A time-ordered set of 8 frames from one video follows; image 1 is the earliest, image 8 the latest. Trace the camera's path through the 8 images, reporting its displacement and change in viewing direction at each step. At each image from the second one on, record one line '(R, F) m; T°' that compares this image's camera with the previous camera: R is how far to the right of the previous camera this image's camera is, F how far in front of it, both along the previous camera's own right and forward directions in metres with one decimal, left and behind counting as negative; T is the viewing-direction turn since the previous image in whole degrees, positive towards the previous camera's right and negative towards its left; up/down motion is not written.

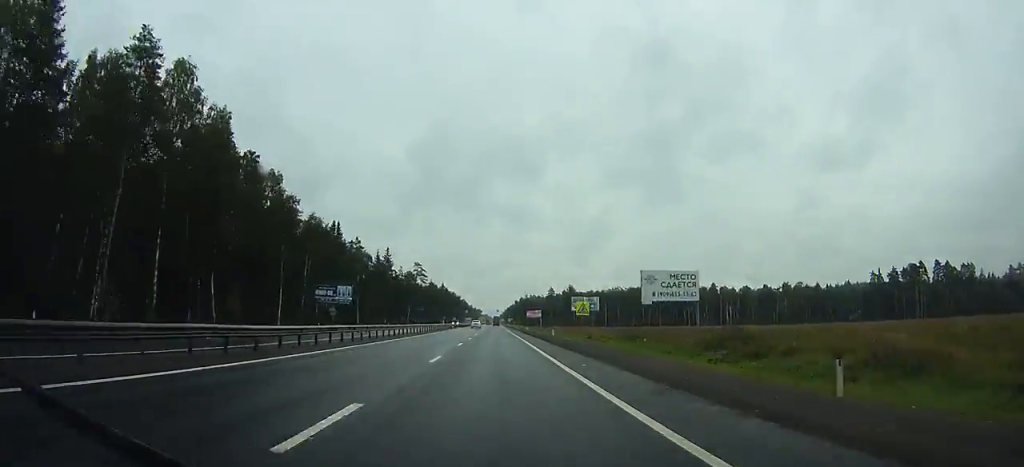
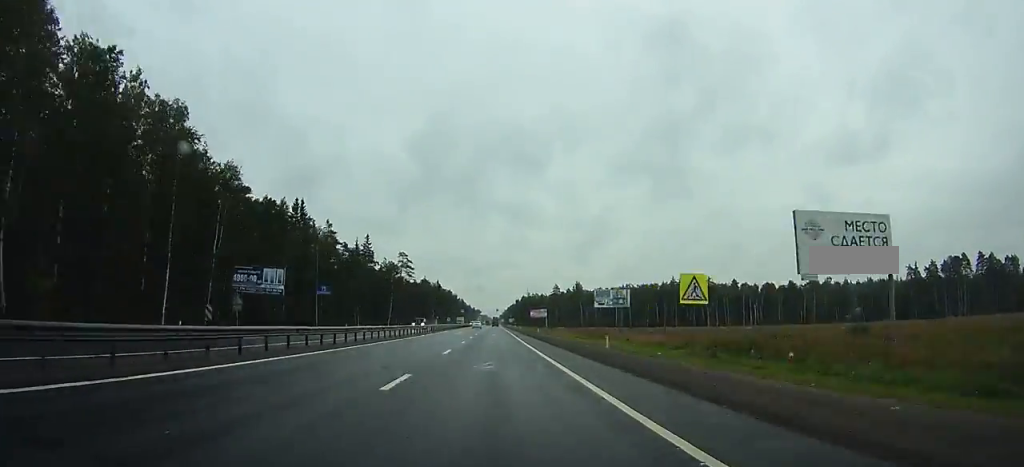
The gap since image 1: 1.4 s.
(0.0, +30.2) m; 0°
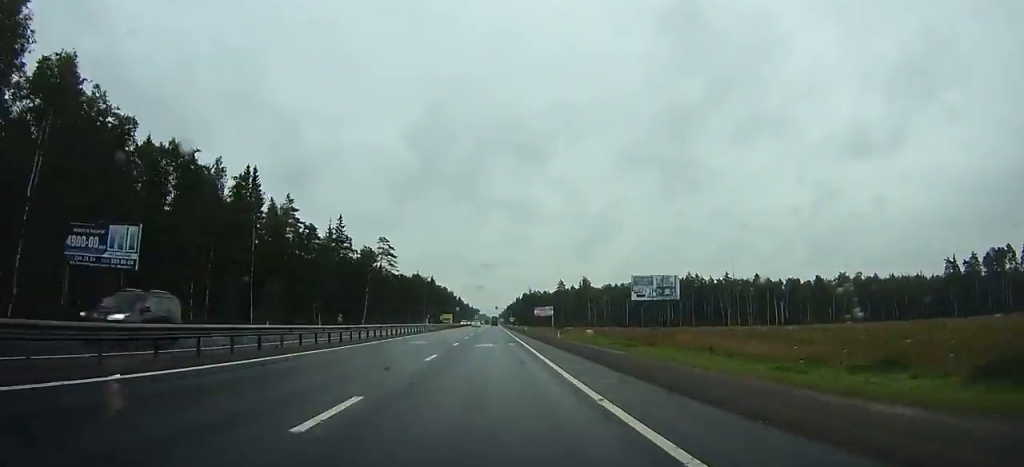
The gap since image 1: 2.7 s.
(-0.2, +27.2) m; 0°
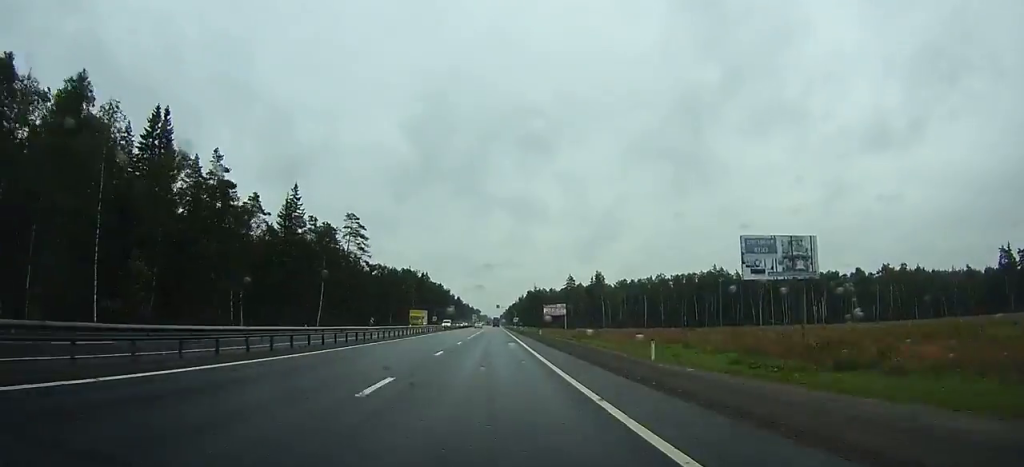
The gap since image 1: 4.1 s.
(0.0, +31.3) m; 0°
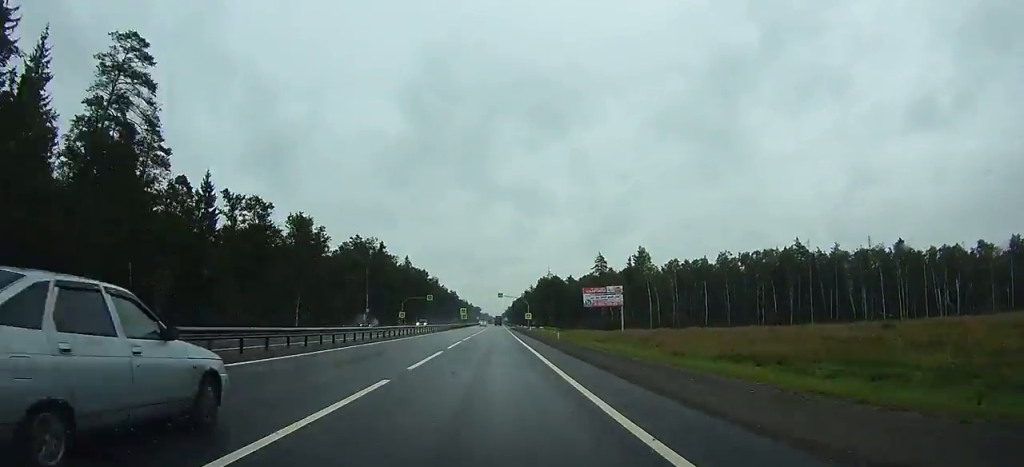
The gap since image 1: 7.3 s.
(-0.1, +67.3) m; 0°
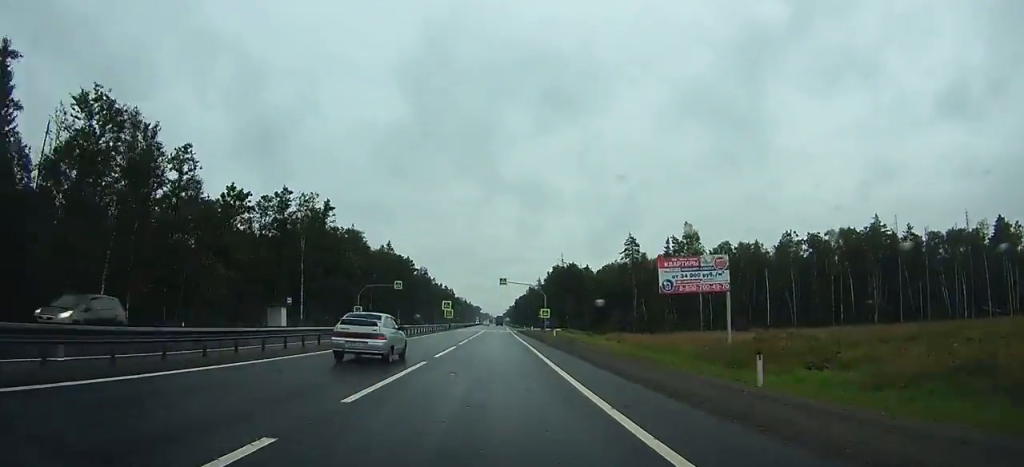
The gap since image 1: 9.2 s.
(-0.2, +38.8) m; 0°
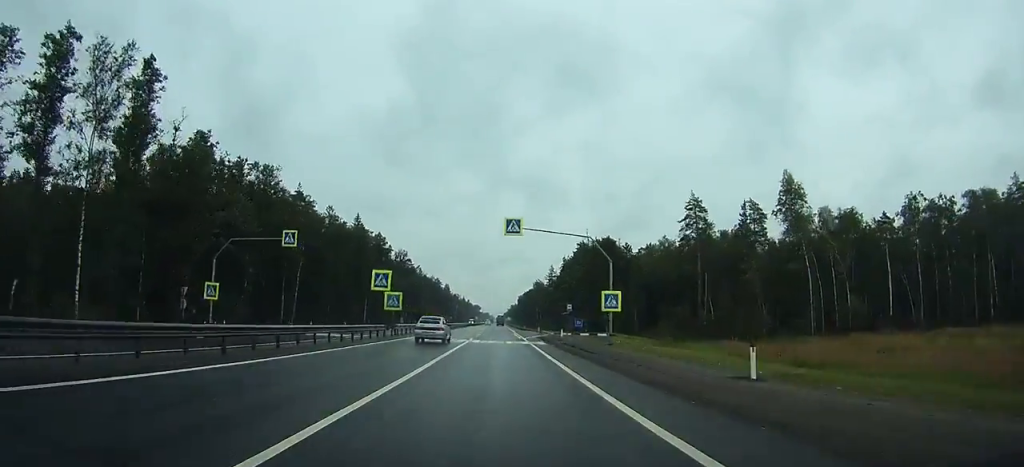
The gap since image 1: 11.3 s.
(0.0, +45.5) m; 0°
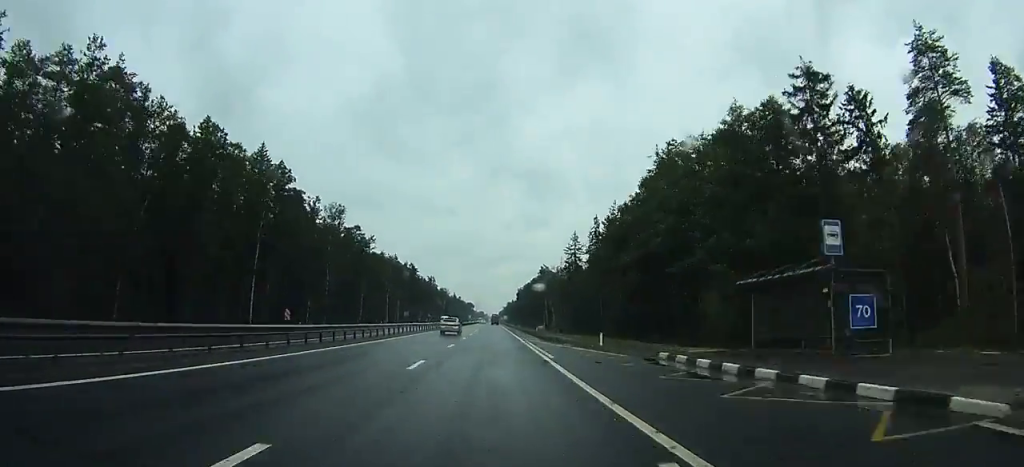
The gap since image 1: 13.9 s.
(+0.1, +64.8) m; 0°
